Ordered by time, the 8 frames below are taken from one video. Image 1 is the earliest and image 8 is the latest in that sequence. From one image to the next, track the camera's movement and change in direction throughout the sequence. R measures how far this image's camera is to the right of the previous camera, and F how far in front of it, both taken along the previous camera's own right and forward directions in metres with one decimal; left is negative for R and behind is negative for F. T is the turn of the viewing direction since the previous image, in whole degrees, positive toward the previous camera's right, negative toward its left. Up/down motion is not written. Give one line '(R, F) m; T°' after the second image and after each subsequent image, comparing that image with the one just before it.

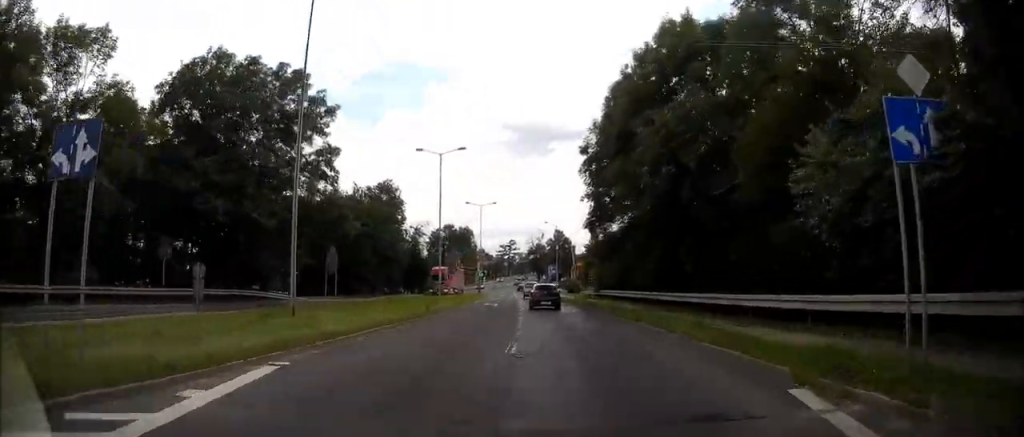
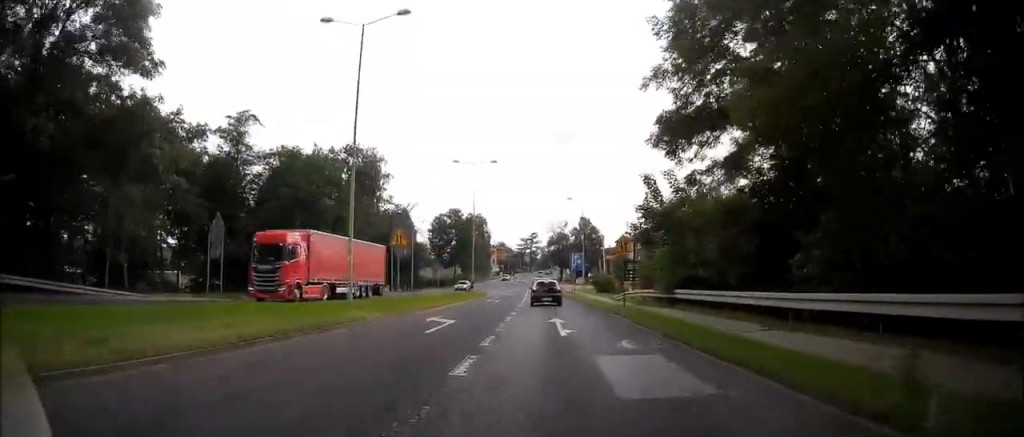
(0.0, +23.0) m; -2°
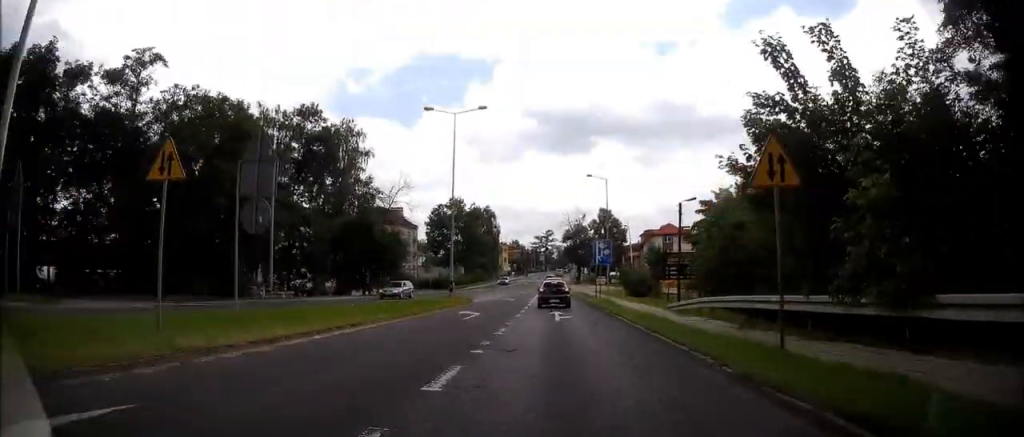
(-0.3, +14.7) m; -1°
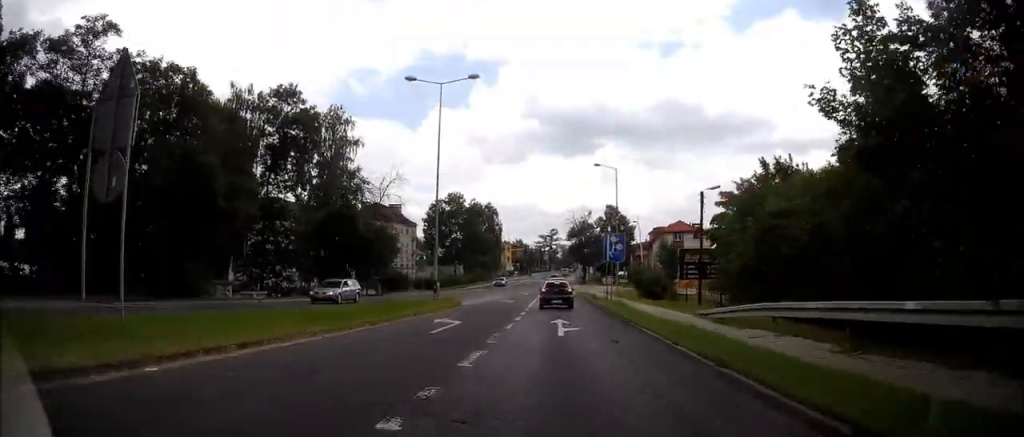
(+0.1, +4.9) m; 0°
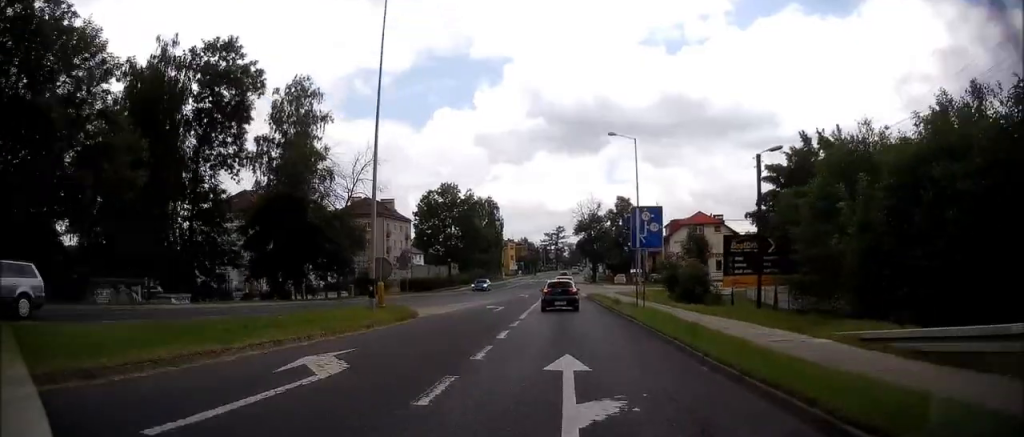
(0.0, +9.7) m; -1°
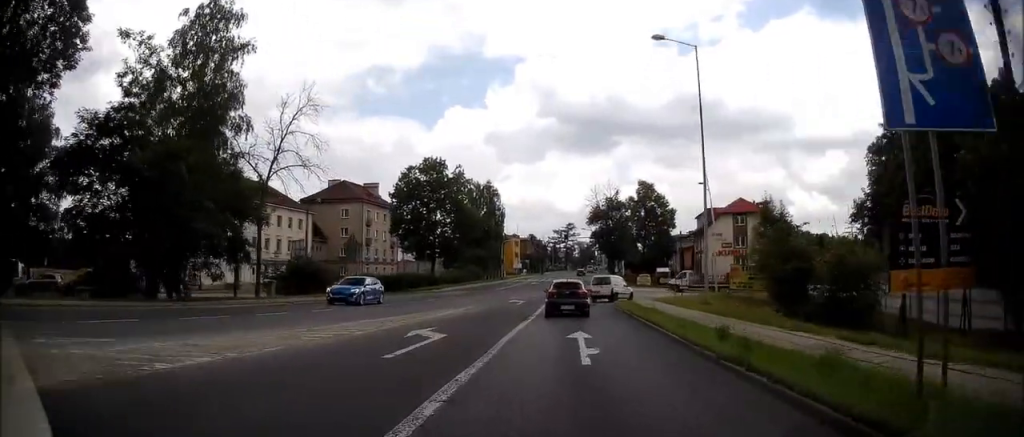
(-0.3, +19.3) m; -2°
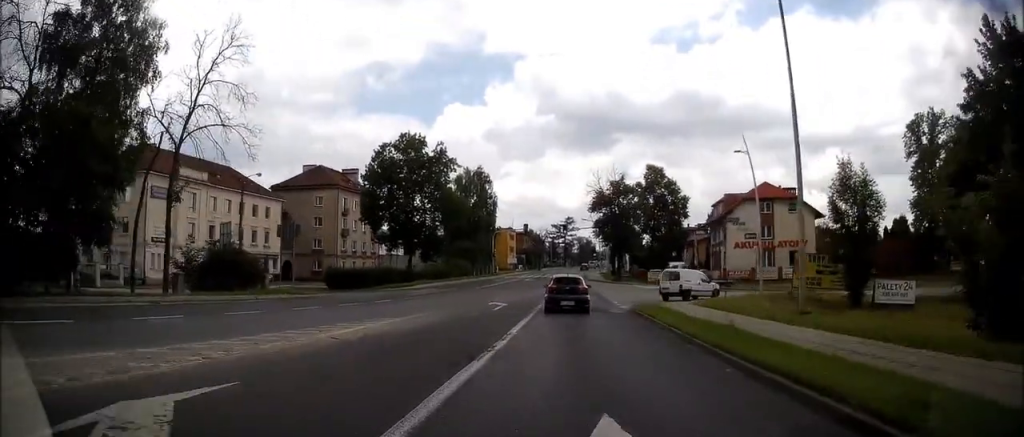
(-0.2, +12.5) m; 0°
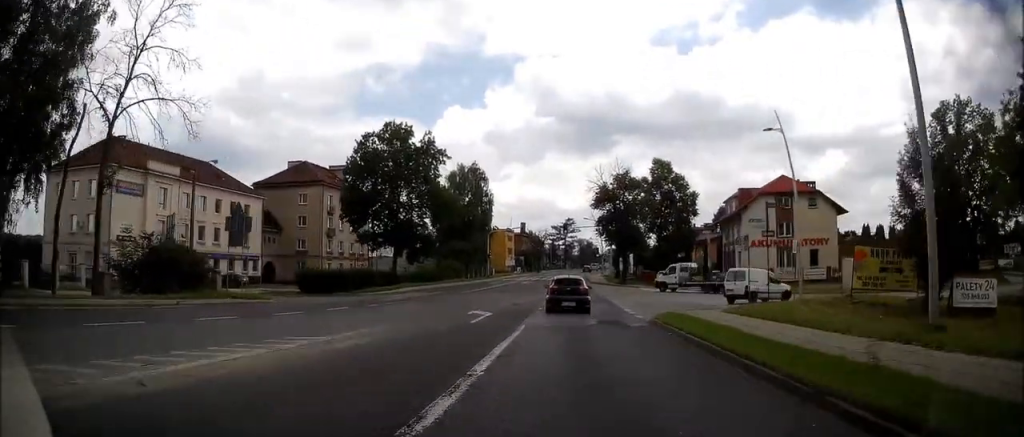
(0.0, +6.9) m; +1°
